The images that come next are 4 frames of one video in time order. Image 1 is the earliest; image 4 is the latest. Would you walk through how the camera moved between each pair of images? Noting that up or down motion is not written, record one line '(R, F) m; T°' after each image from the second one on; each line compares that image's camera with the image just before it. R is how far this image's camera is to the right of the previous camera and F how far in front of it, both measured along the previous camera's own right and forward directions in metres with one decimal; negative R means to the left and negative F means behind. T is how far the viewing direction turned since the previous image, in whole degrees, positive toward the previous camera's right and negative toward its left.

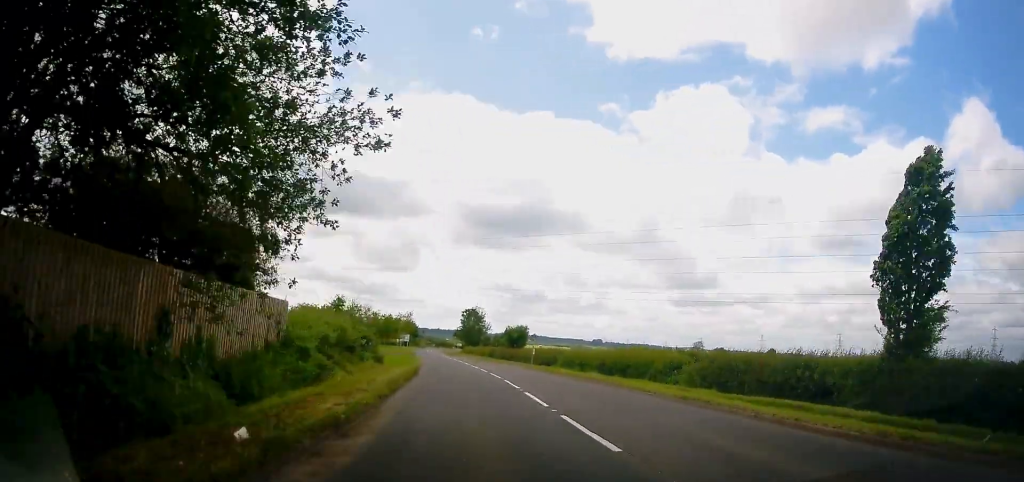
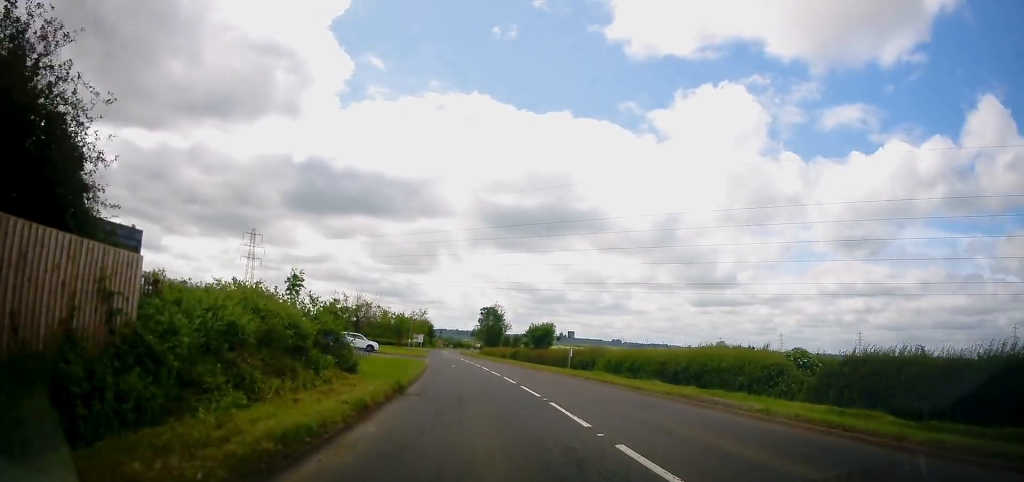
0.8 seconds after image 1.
(0.0, +9.5) m; 0°
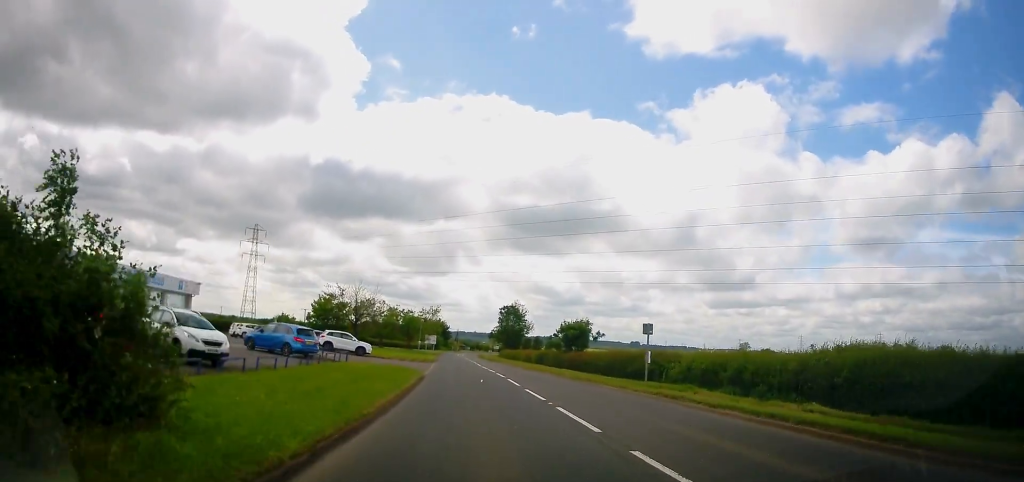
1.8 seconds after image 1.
(0.0, +12.5) m; -3°
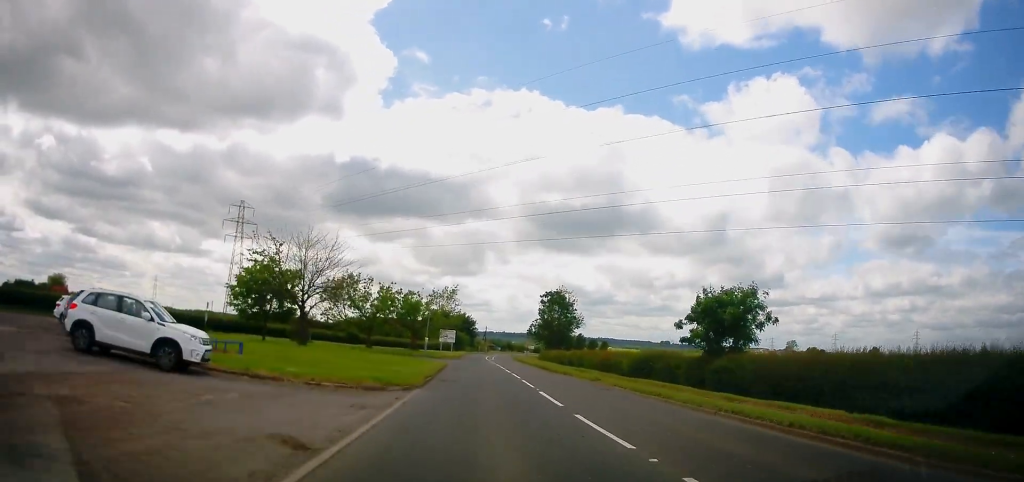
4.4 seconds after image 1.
(-2.6, +31.9) m; -5°
